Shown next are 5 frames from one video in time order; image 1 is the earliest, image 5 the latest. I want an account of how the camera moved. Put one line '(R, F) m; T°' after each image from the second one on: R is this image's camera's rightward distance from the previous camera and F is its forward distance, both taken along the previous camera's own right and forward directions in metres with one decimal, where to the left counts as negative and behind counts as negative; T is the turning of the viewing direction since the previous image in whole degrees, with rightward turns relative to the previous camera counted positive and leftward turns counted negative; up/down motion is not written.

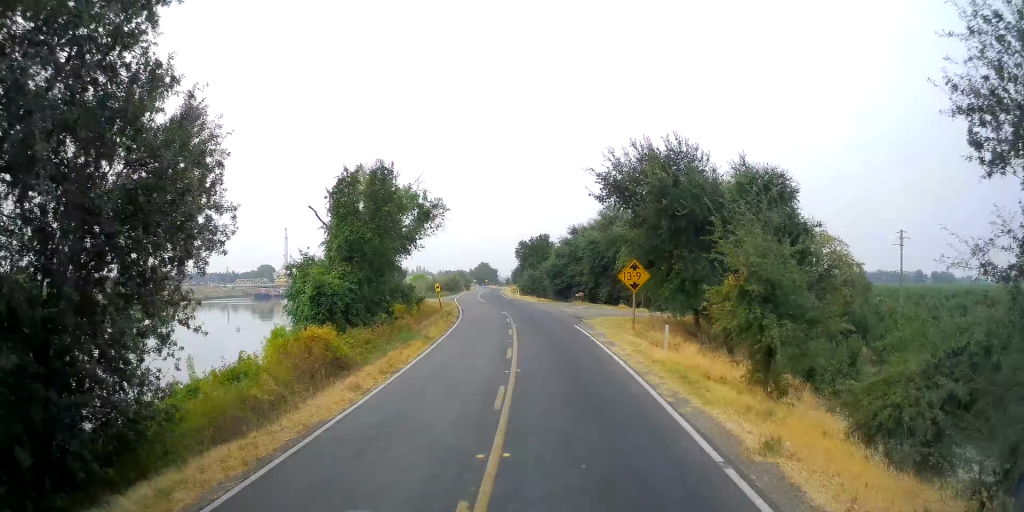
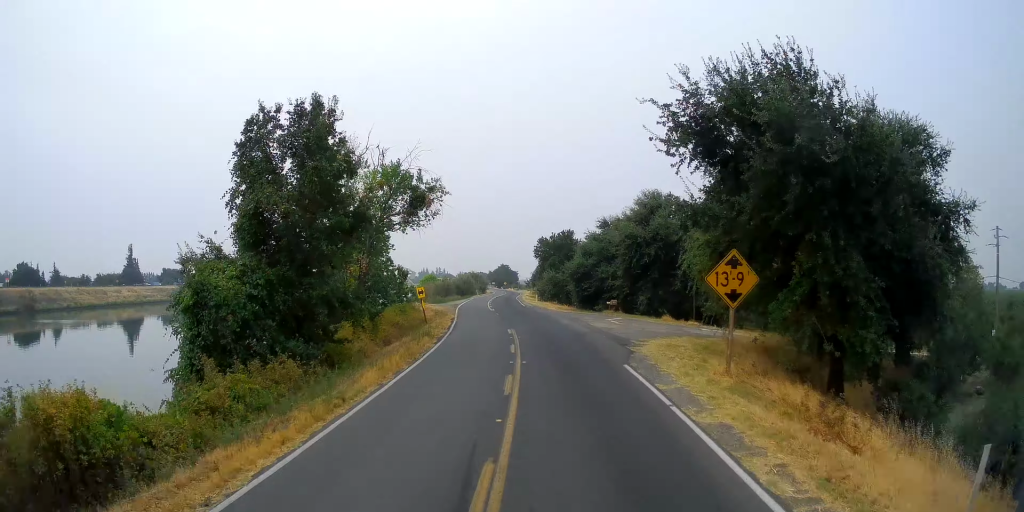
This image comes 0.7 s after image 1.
(+0.3, +13.5) m; 0°
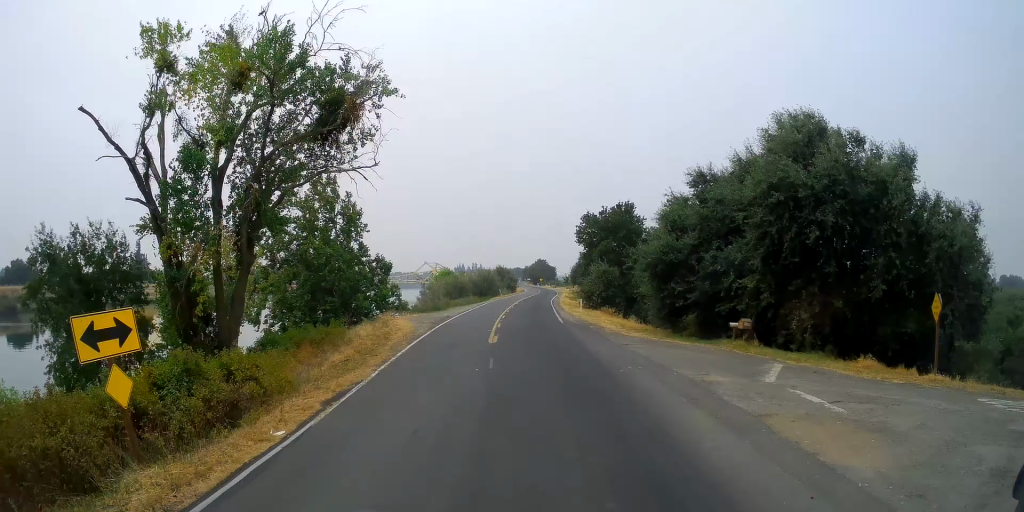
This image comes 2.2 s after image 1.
(-1.3, +27.4) m; -4°
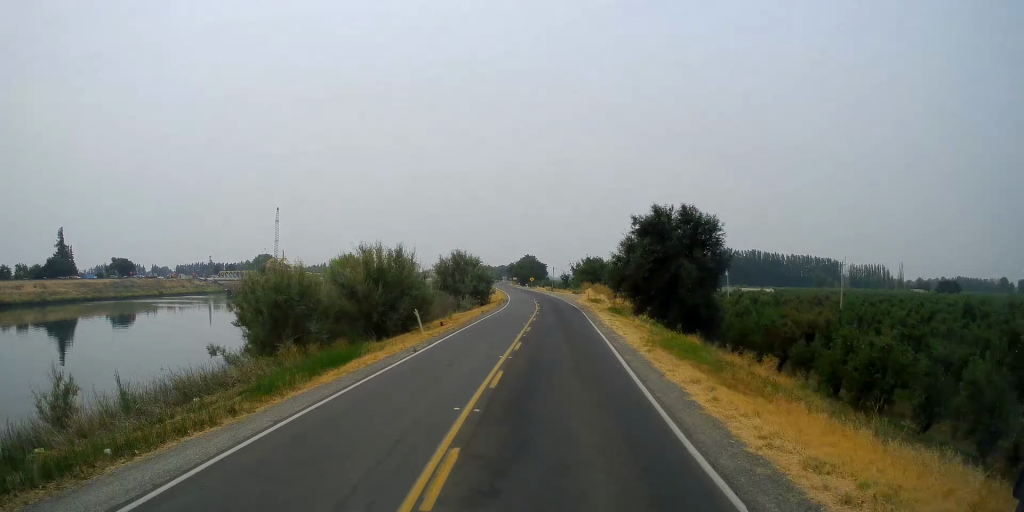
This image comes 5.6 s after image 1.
(-3.7, +62.6) m; -3°
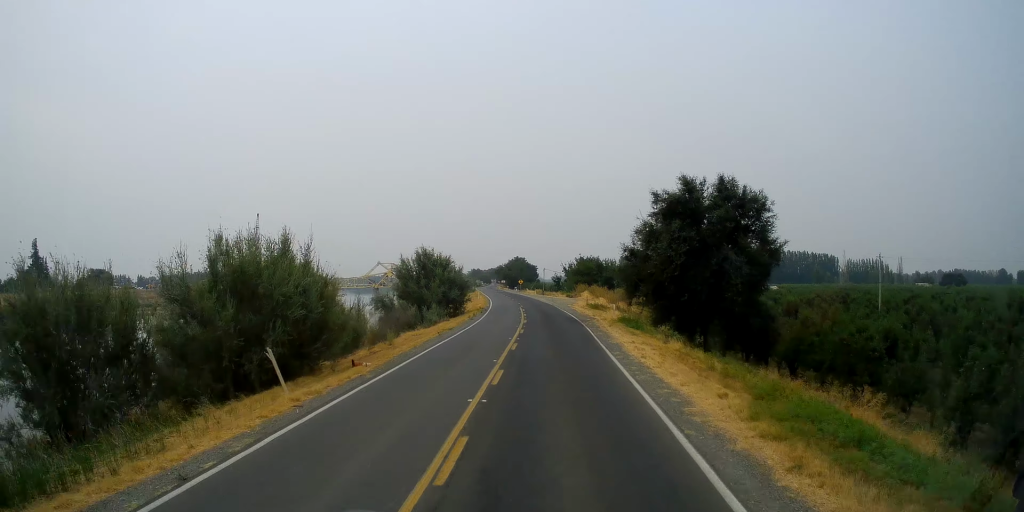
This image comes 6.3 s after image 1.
(0.0, +13.5) m; 0°
